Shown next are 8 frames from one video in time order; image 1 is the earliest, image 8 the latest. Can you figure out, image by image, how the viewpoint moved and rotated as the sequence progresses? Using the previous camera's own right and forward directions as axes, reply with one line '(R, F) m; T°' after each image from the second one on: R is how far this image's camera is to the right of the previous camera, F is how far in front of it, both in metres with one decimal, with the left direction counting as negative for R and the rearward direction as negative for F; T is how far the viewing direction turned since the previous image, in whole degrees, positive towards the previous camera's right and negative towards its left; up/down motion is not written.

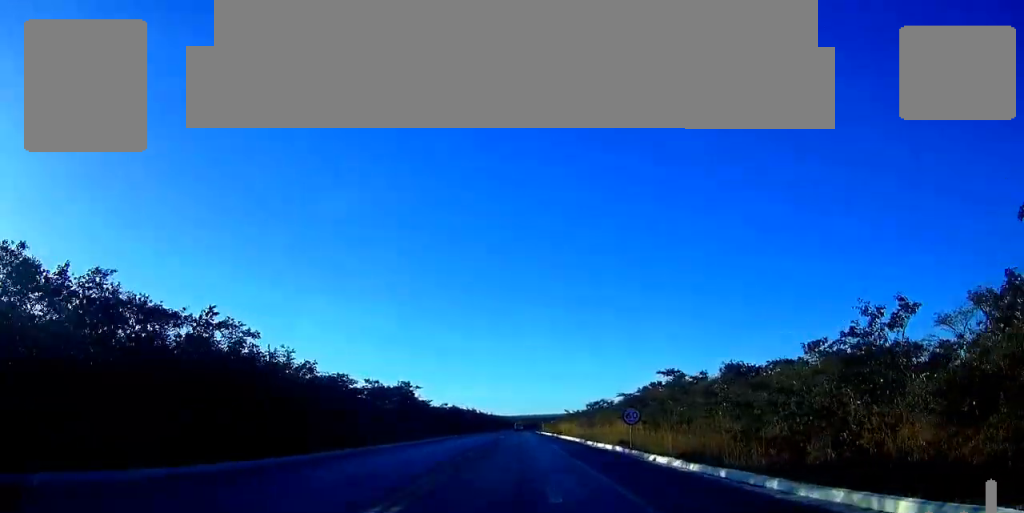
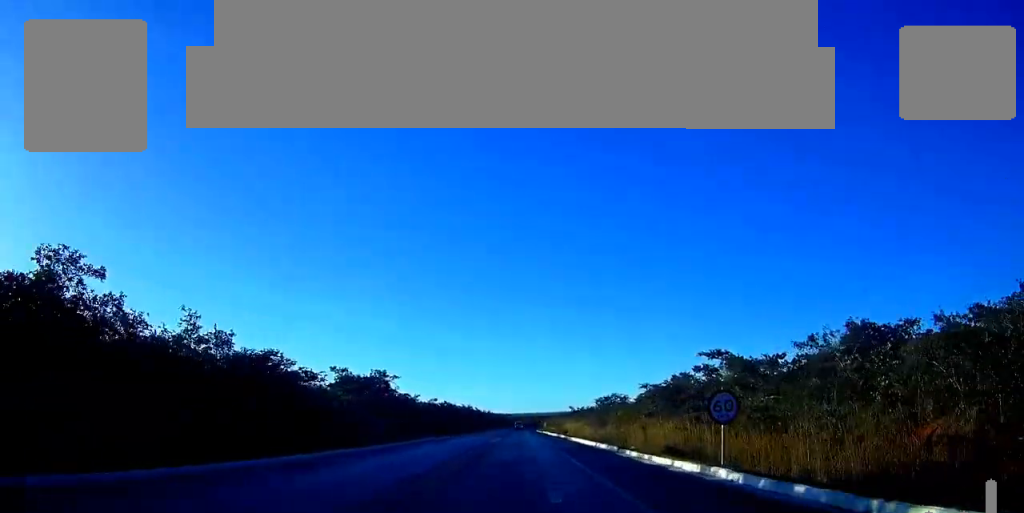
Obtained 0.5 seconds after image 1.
(0.0, +16.2) m; 0°
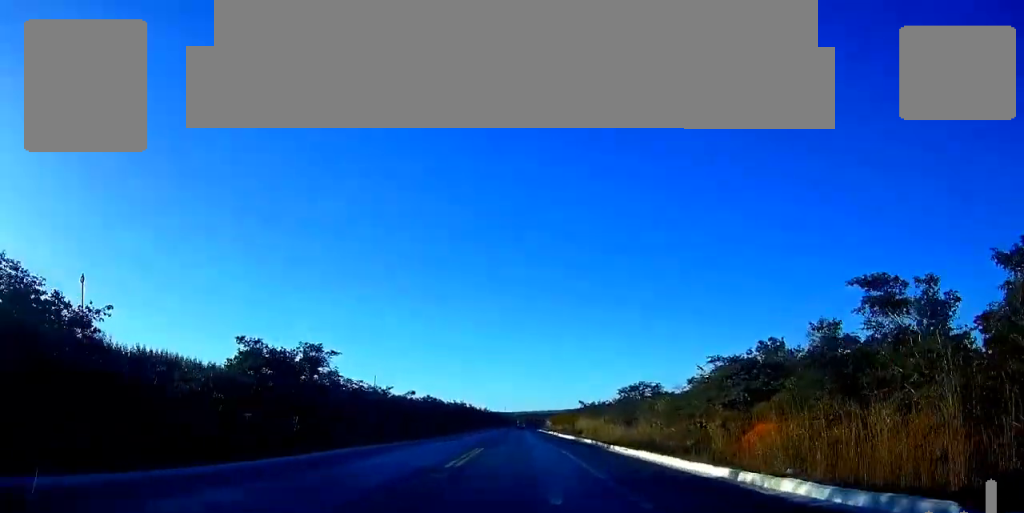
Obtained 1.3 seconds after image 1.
(+0.1, +25.0) m; 0°
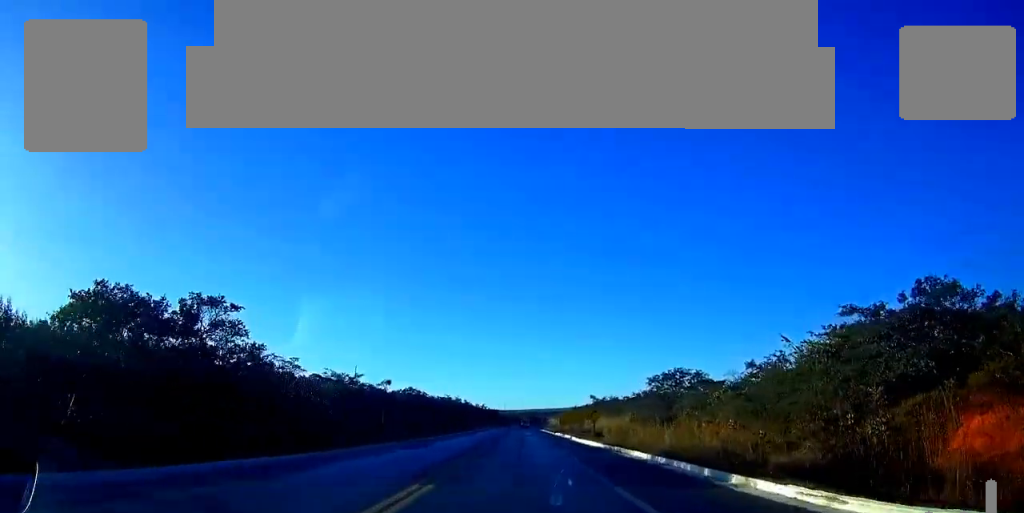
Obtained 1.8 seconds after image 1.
(-0.1, +18.6) m; 0°
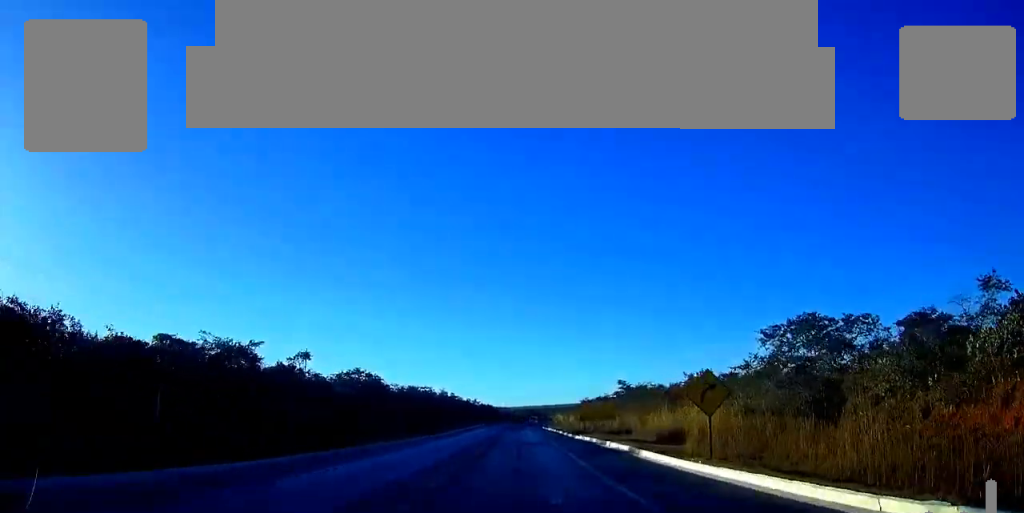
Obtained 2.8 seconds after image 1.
(-0.1, +30.6) m; 0°
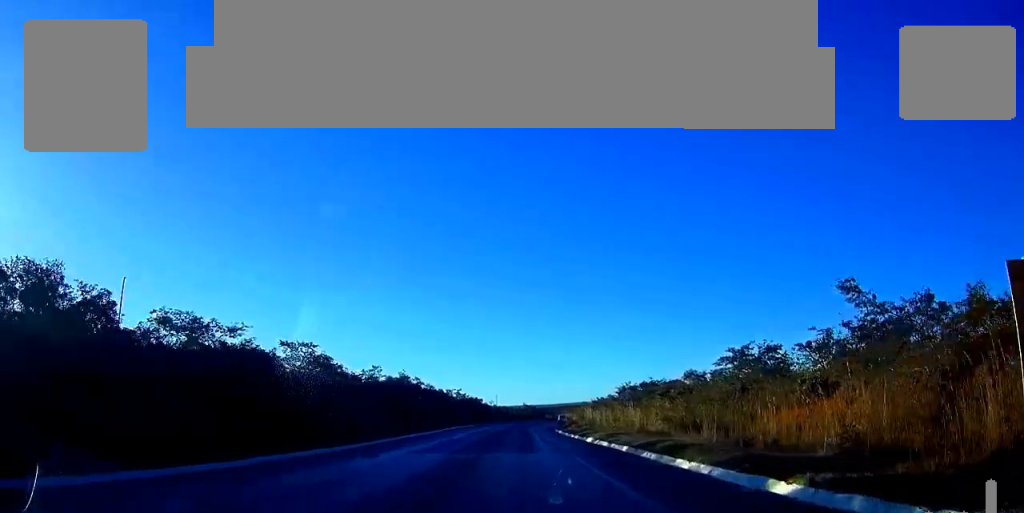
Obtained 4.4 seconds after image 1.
(+0.1, +51.7) m; +1°
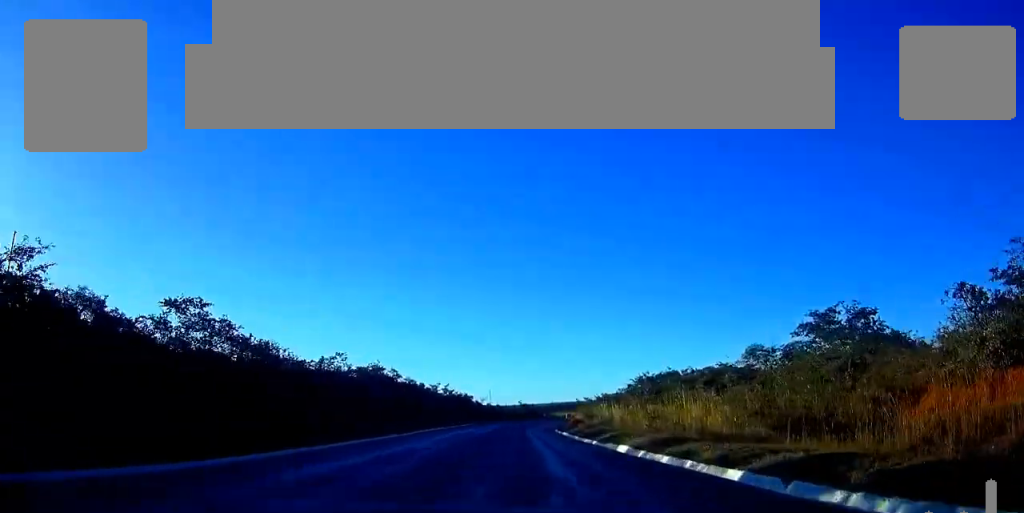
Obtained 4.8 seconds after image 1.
(+0.1, +14.7) m; 0°
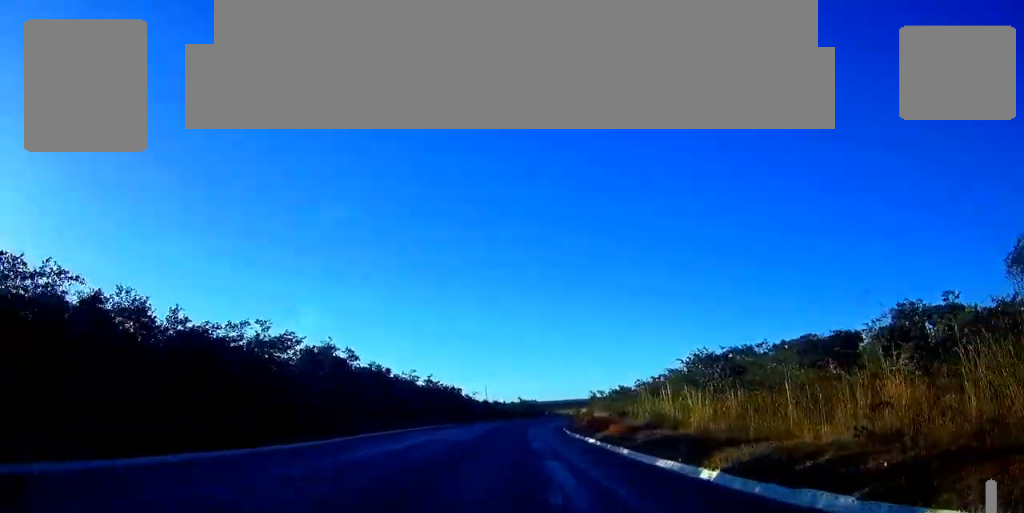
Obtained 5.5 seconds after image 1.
(+0.1, +21.9) m; +1°
